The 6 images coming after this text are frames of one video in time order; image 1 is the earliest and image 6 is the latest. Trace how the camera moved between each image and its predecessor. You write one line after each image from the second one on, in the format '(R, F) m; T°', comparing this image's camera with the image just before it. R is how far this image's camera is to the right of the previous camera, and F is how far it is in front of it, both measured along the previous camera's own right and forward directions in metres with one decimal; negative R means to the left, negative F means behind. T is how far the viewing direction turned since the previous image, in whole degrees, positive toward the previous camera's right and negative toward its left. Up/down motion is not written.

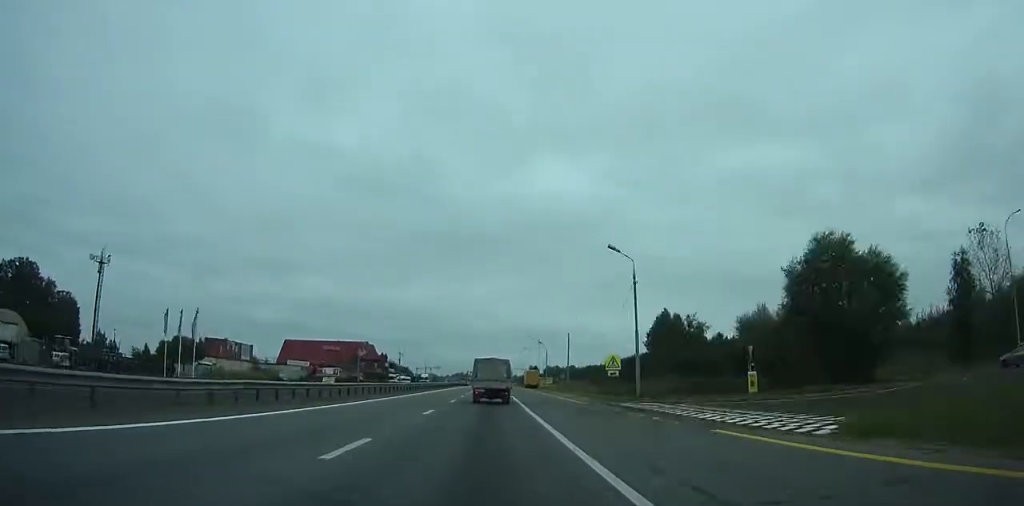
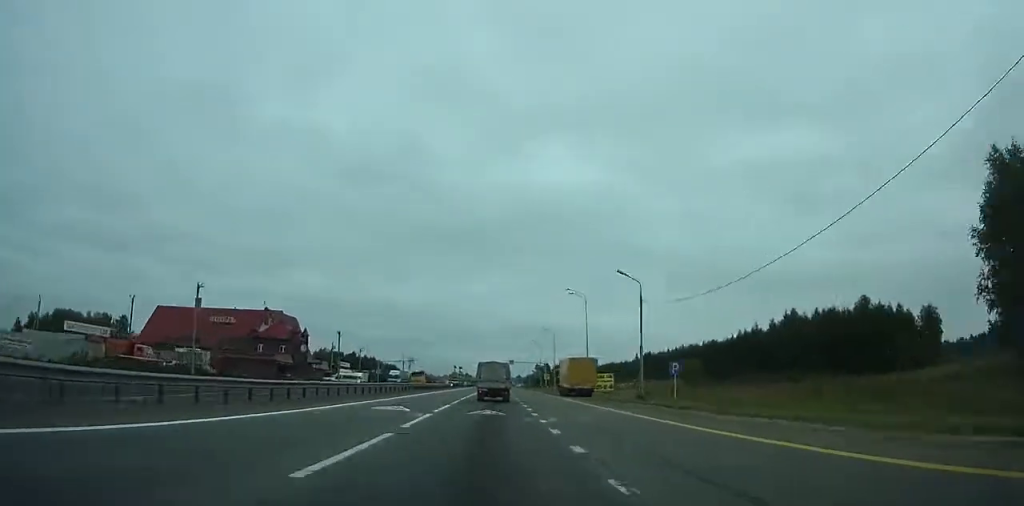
(0.0, +72.6) m; 0°
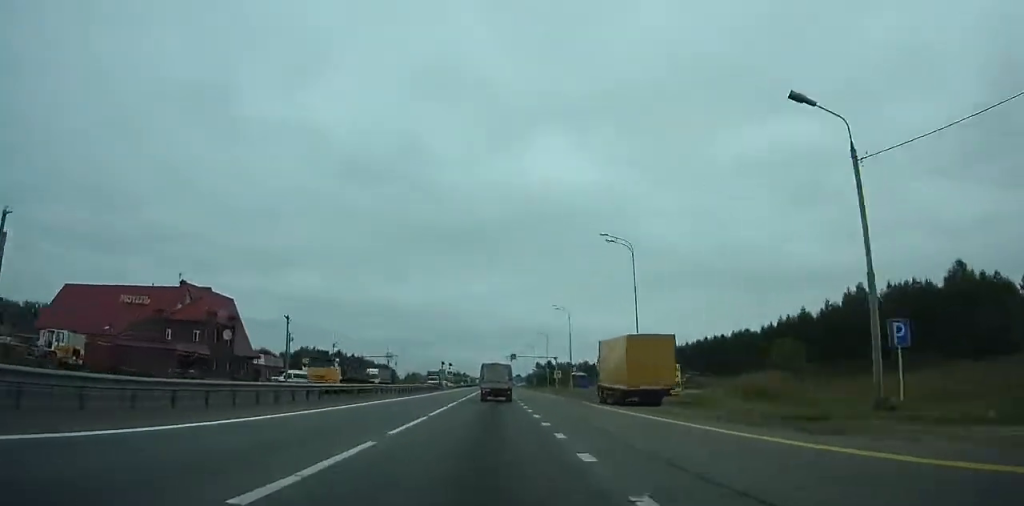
(0.0, +25.8) m; 0°
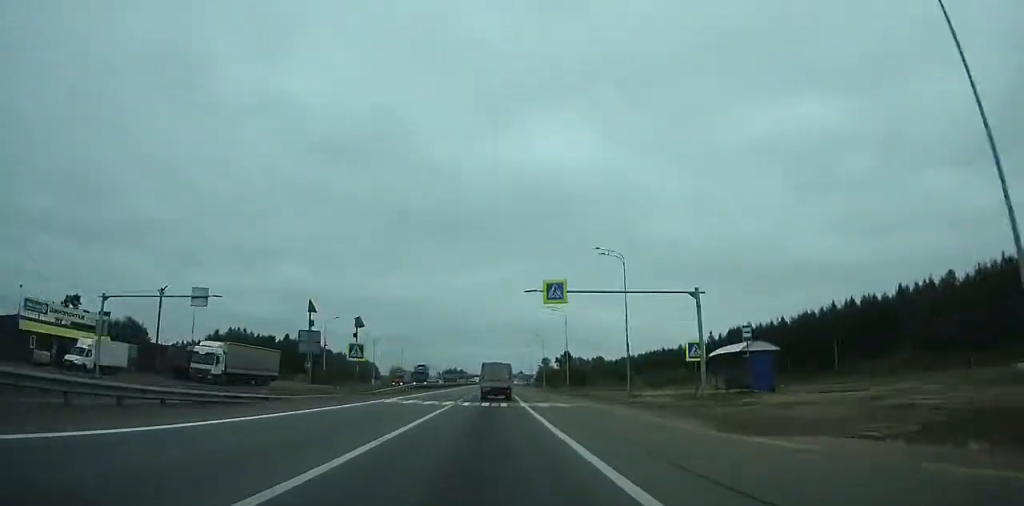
(-0.1, +72.4) m; 0°
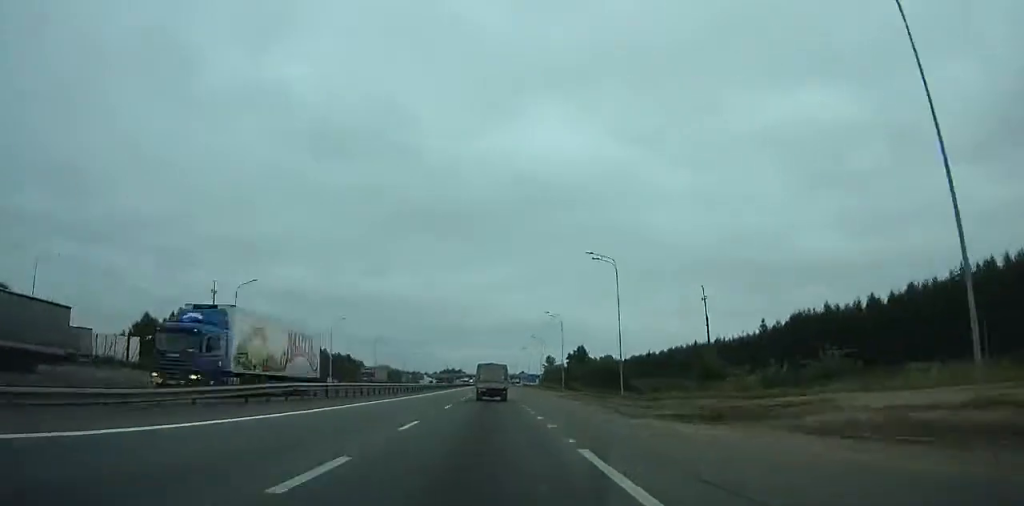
(-0.1, +35.8) m; 0°
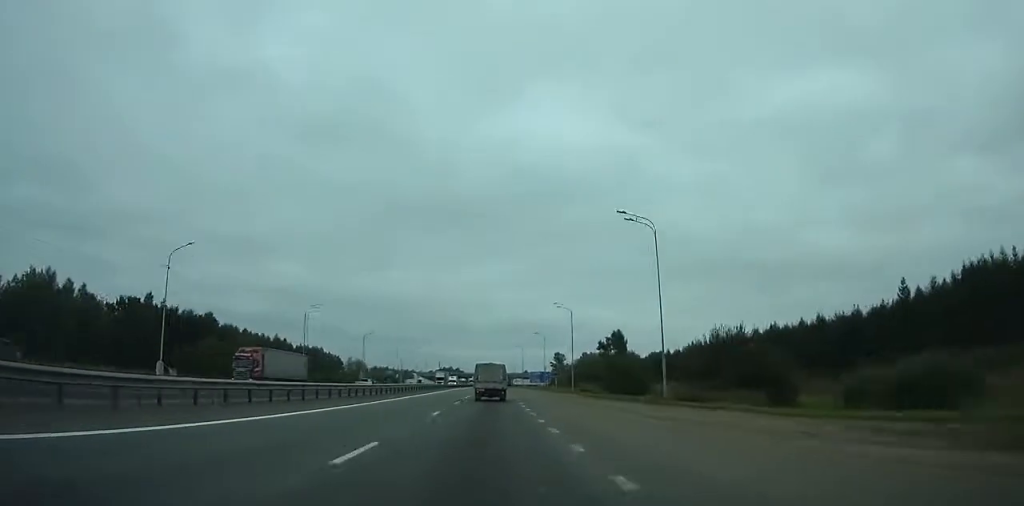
(+0.2, +53.7) m; +1°
